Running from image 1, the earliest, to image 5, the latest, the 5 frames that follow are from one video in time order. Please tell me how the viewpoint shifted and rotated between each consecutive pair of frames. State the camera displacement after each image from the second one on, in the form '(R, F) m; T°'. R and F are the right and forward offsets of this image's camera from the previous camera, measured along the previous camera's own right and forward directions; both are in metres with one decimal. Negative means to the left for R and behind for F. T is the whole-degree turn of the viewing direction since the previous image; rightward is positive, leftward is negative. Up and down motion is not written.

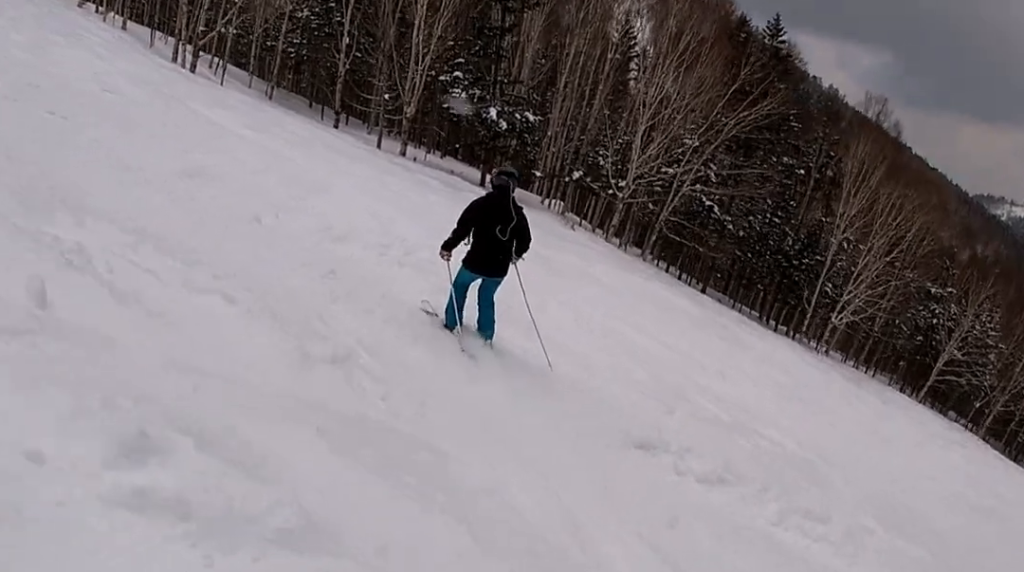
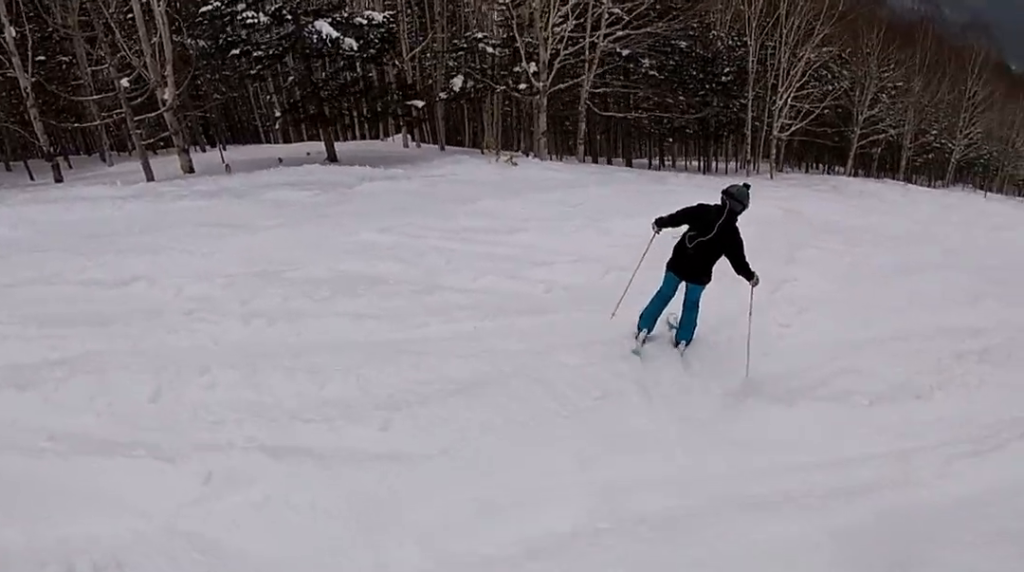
(-1.4, +13.8) m; +34°
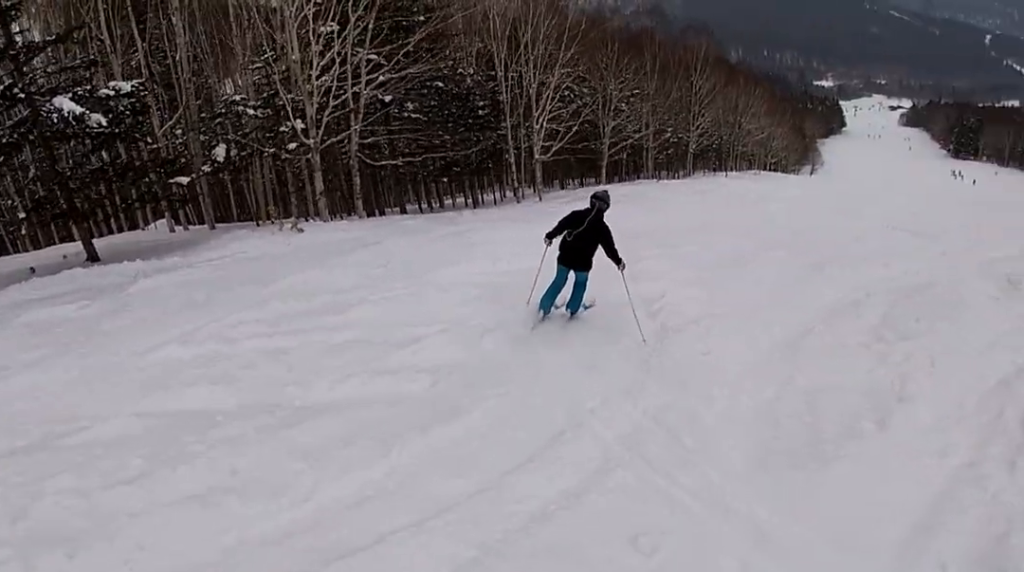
(+1.0, +2.1) m; +22°
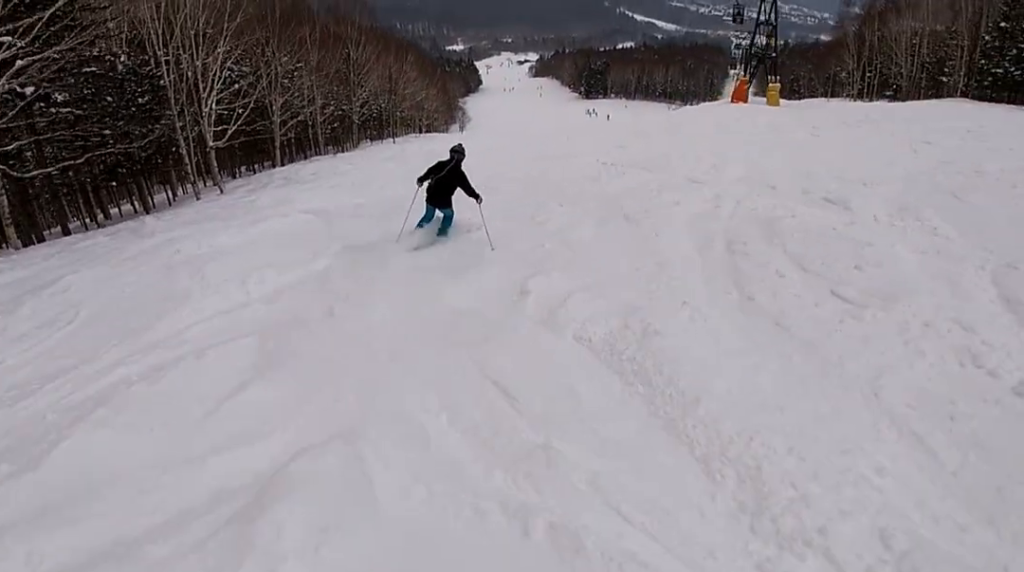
(+1.4, +3.7) m; +31°
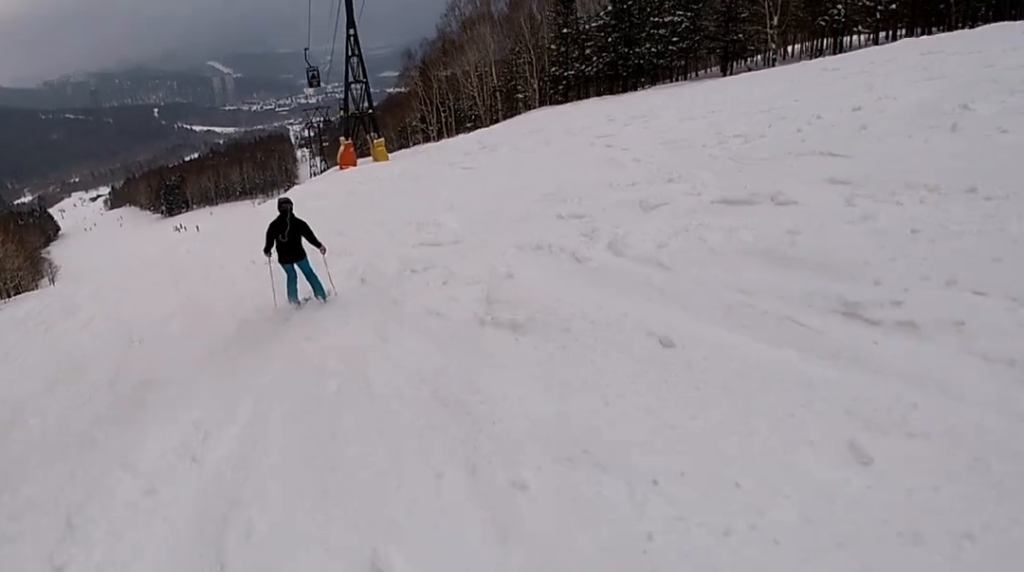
(+1.5, +5.6) m; +25°
